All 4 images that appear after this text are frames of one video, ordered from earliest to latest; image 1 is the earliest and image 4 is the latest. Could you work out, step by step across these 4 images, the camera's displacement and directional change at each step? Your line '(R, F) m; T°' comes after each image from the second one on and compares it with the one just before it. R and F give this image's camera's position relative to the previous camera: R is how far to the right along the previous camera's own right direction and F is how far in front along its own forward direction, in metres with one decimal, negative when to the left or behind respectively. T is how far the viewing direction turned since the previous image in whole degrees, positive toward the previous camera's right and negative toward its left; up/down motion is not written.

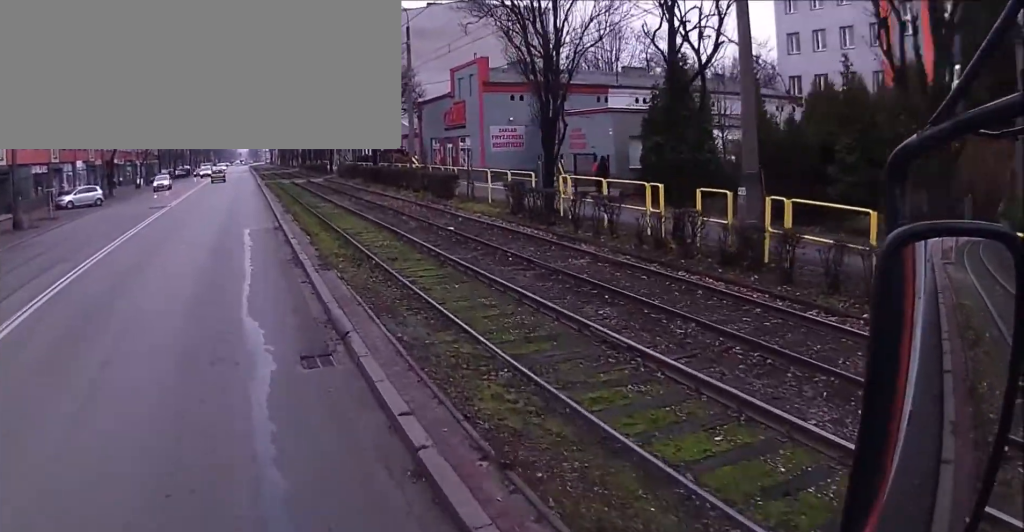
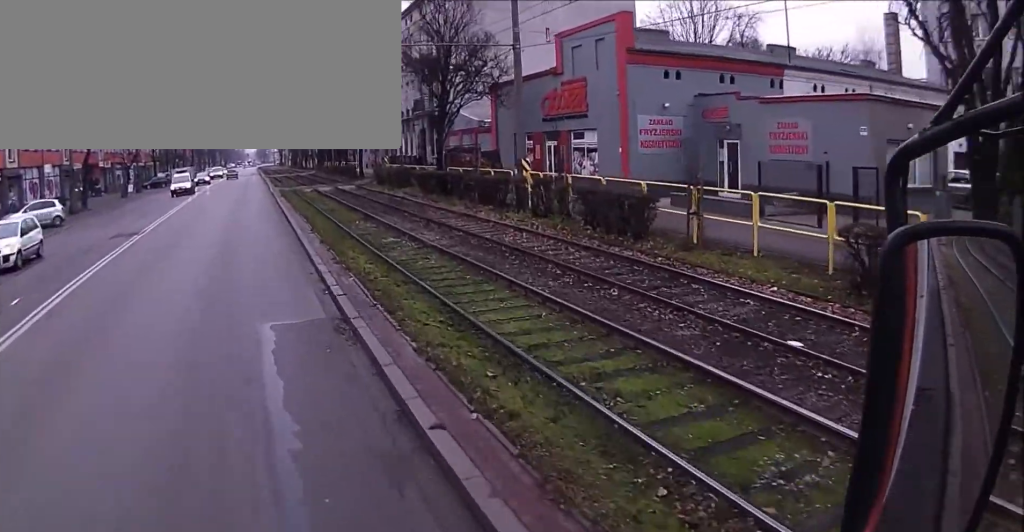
(-0.2, +15.8) m; -1°
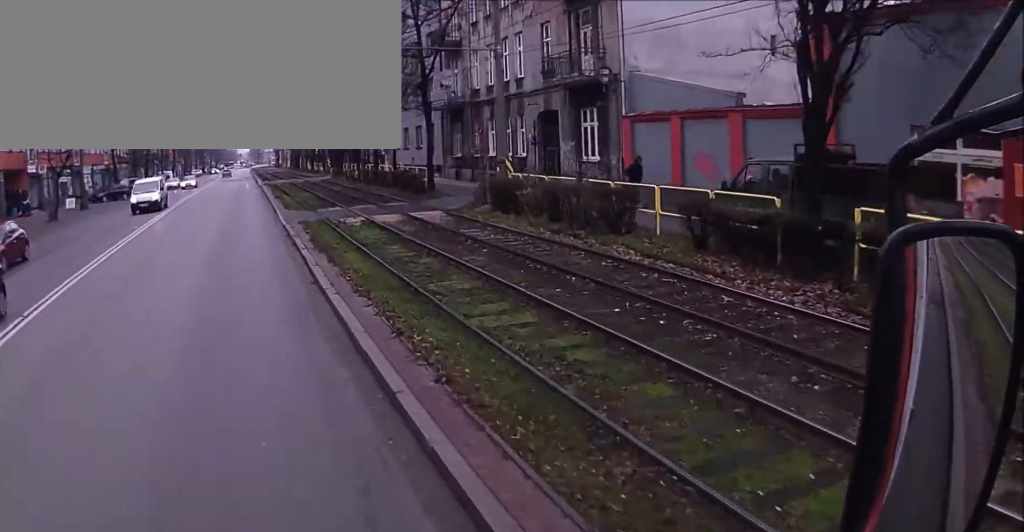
(-2.0, +23.5) m; -2°
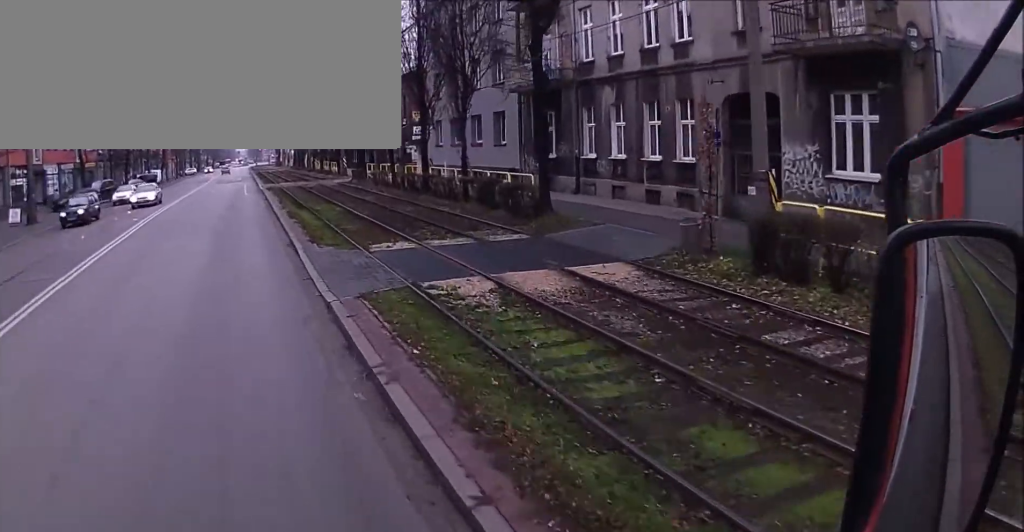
(+0.8, +13.5) m; +6°
